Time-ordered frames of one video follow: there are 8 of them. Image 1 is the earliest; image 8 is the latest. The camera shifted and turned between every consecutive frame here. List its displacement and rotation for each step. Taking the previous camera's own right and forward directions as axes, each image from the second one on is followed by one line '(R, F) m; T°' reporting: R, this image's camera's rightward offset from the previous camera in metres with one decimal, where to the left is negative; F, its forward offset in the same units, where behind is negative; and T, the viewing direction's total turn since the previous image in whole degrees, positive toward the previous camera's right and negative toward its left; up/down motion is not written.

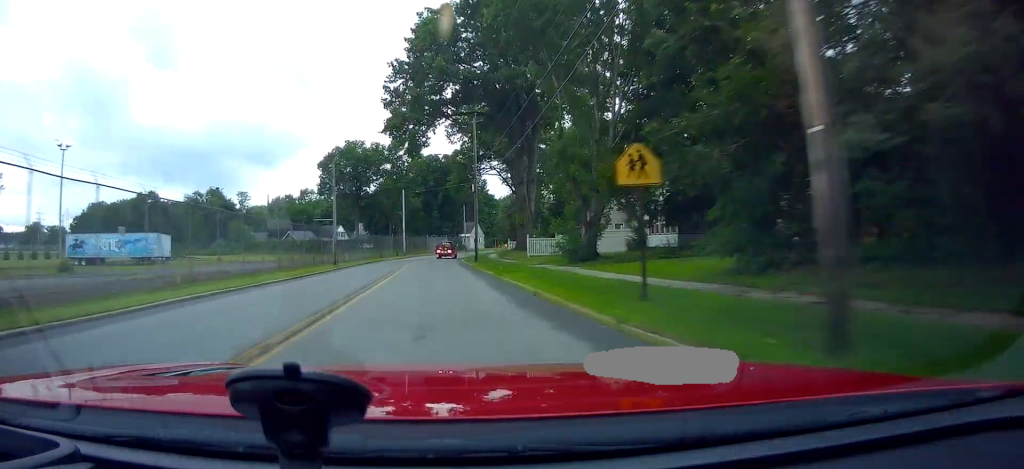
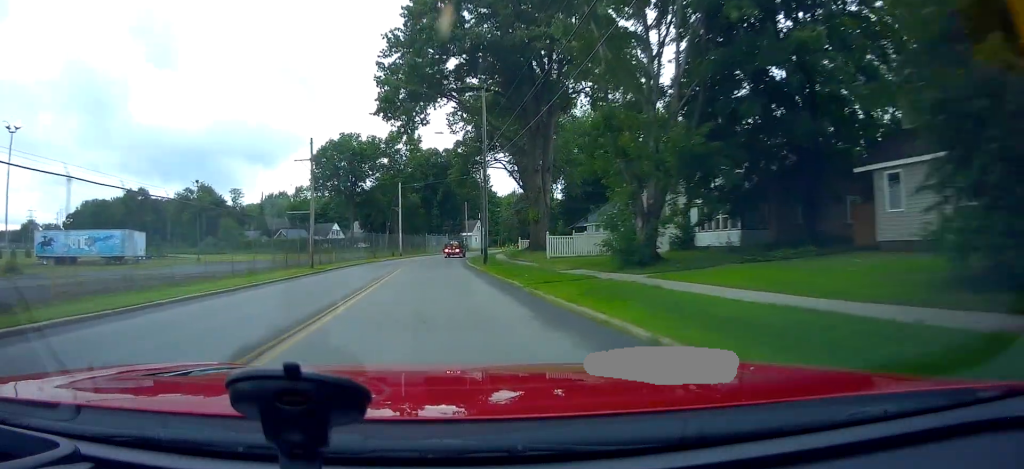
(-0.2, +7.5) m; -2°
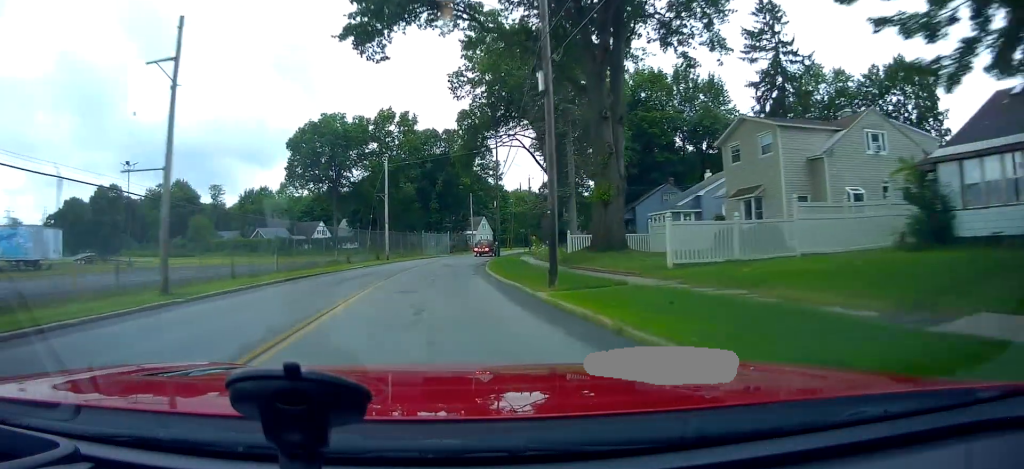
(-0.5, +18.4) m; +1°
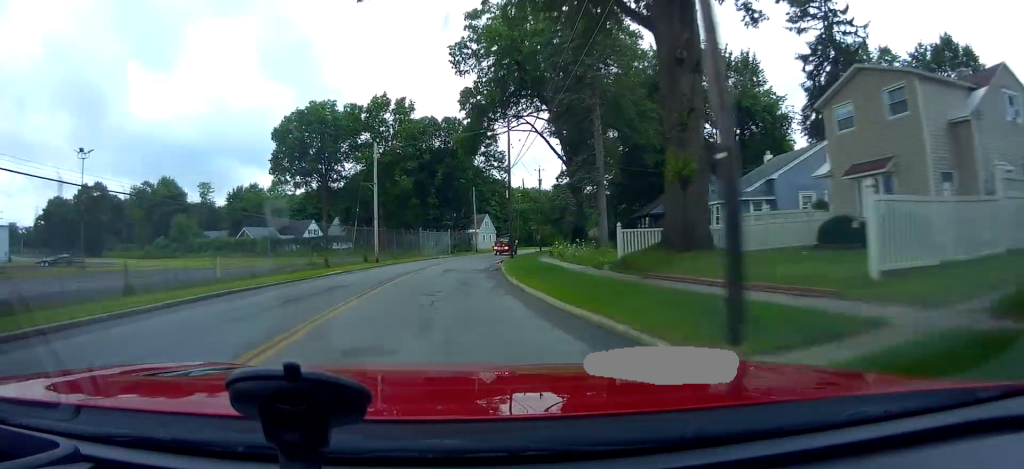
(+0.4, +8.8) m; +1°
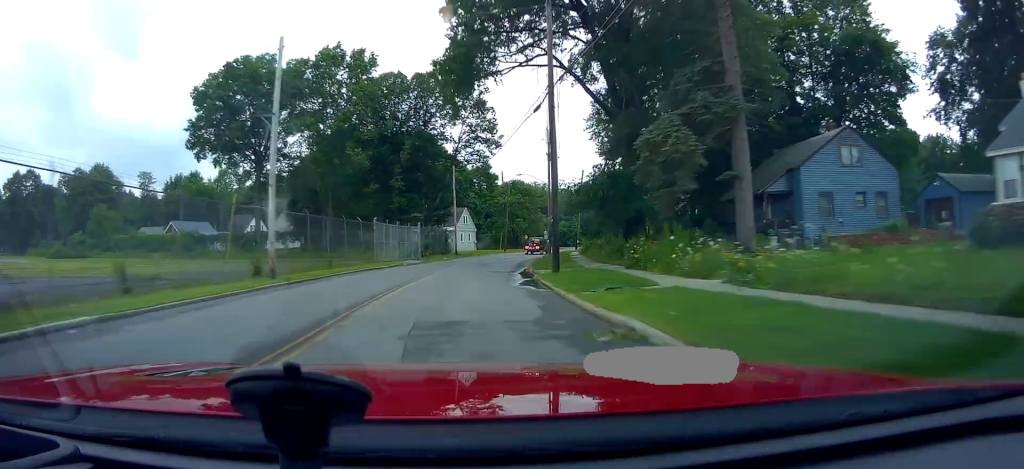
(+0.3, +22.1) m; +3°
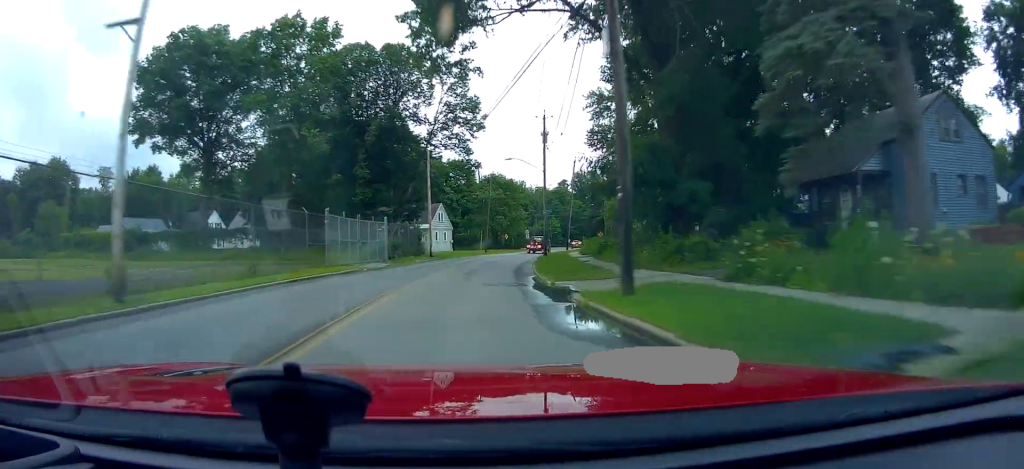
(+0.5, +9.1) m; +1°
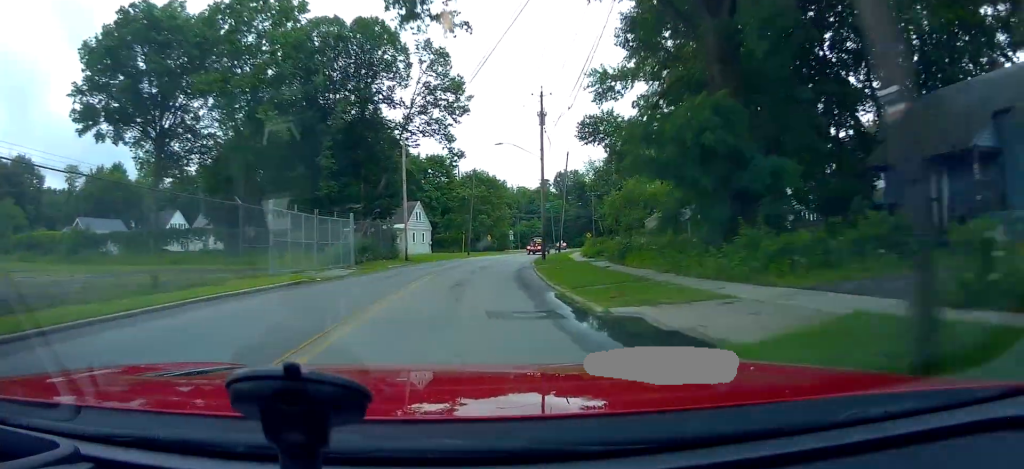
(-0.2, +6.9) m; +3°
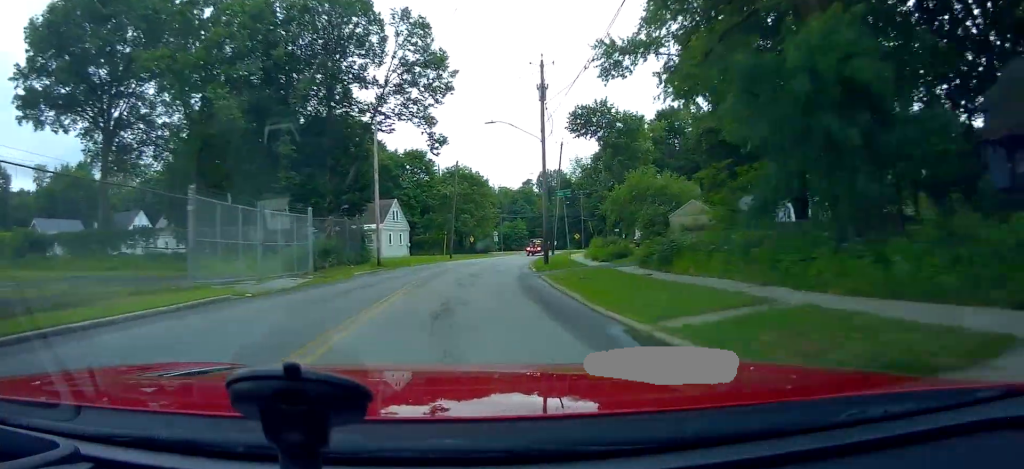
(-0.4, +6.4) m; +3°
